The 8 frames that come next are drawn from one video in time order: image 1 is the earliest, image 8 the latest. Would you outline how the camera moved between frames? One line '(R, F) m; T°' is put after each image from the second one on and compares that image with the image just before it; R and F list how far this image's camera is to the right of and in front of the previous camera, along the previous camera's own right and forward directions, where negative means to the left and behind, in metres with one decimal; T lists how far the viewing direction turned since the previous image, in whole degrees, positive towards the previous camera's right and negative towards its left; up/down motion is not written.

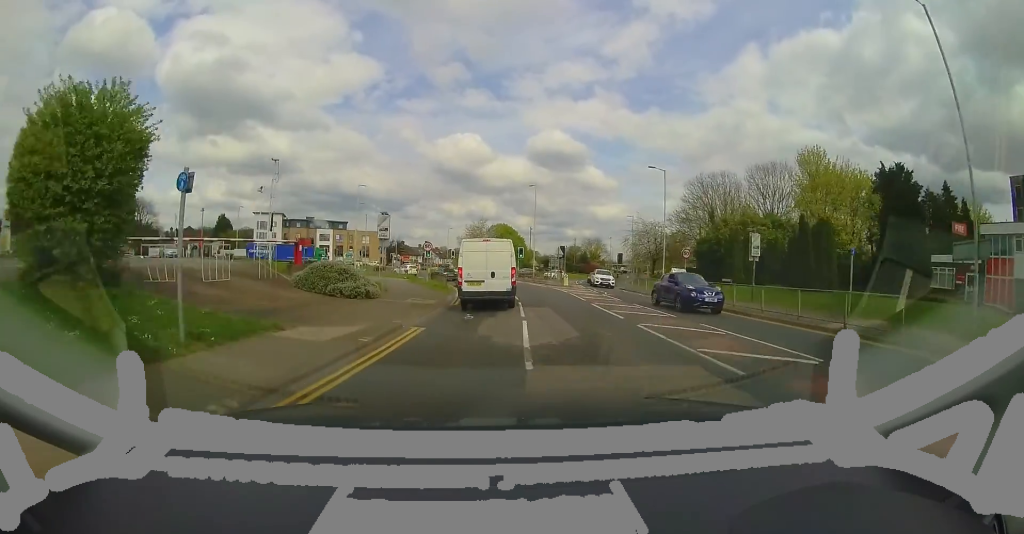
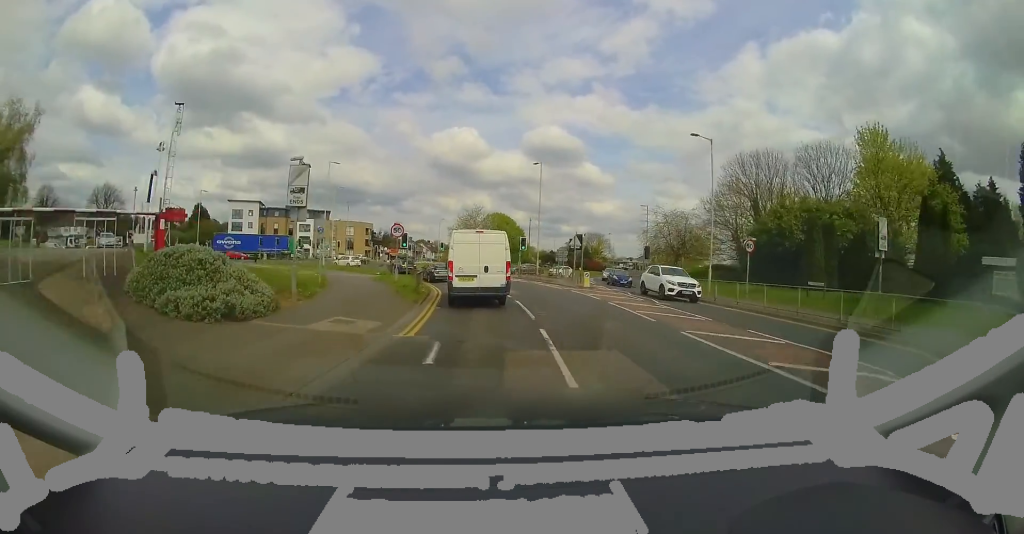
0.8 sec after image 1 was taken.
(0.0, +7.1) m; -3°
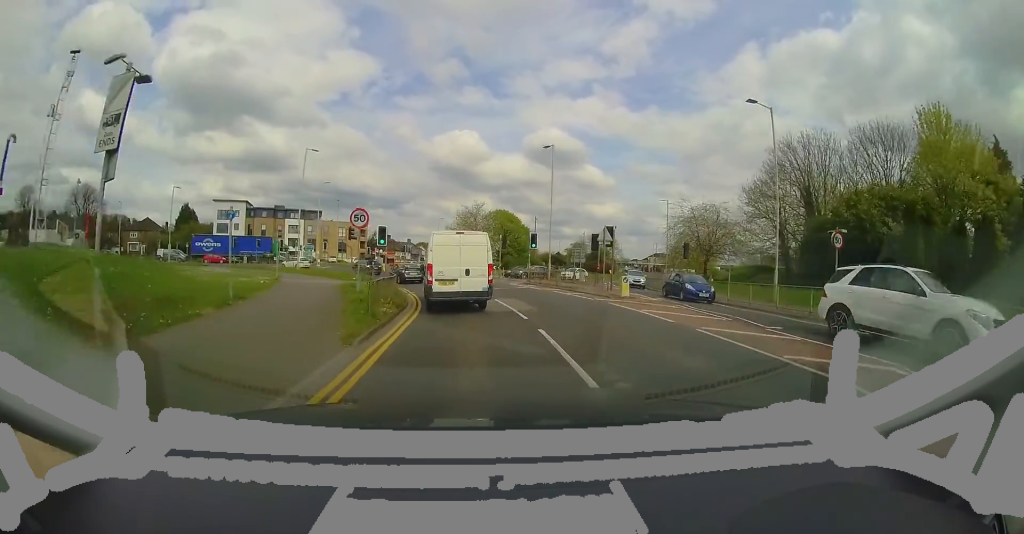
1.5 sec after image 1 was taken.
(-0.3, +6.6) m; 0°
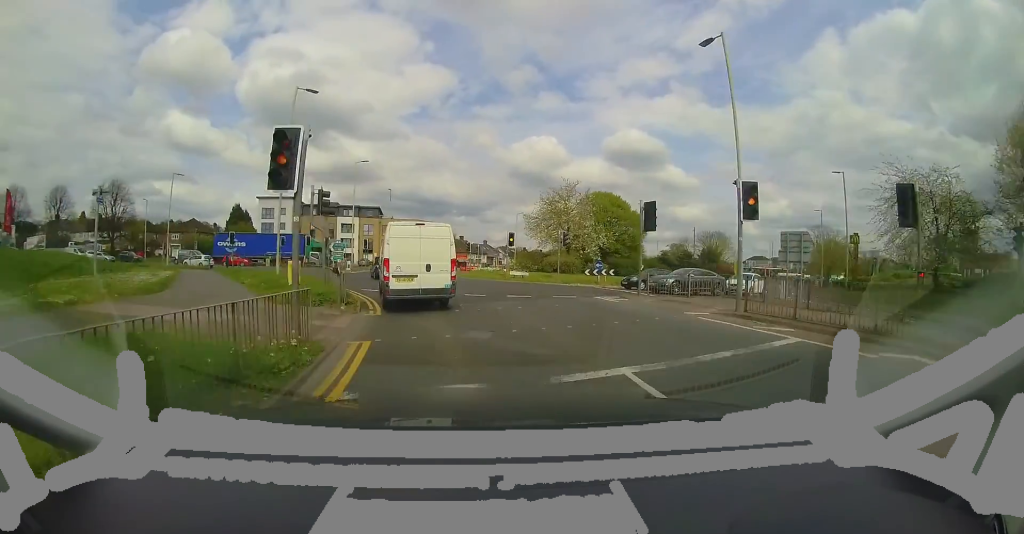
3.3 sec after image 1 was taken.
(+0.2, +18.1) m; -5°
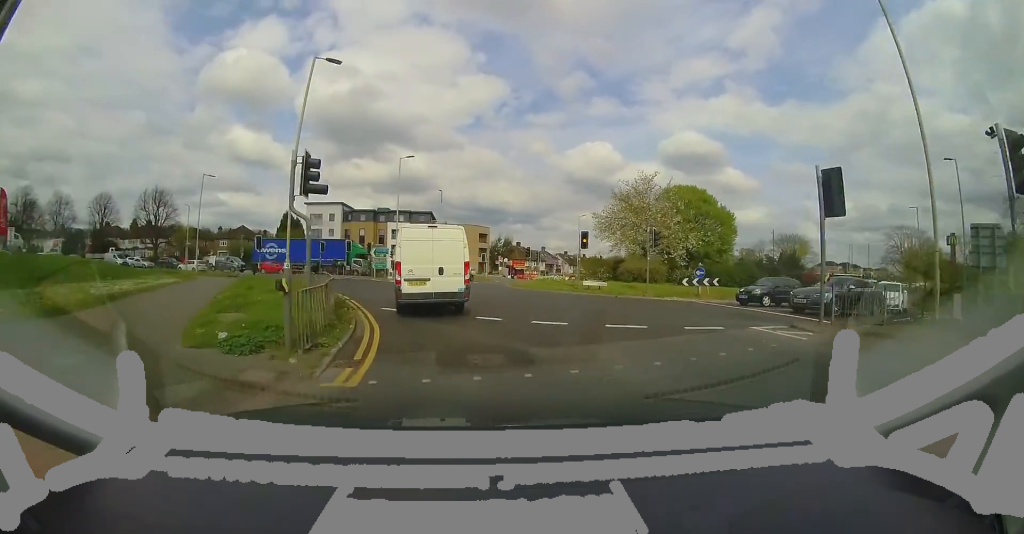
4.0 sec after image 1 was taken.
(0.0, +5.8) m; -8°
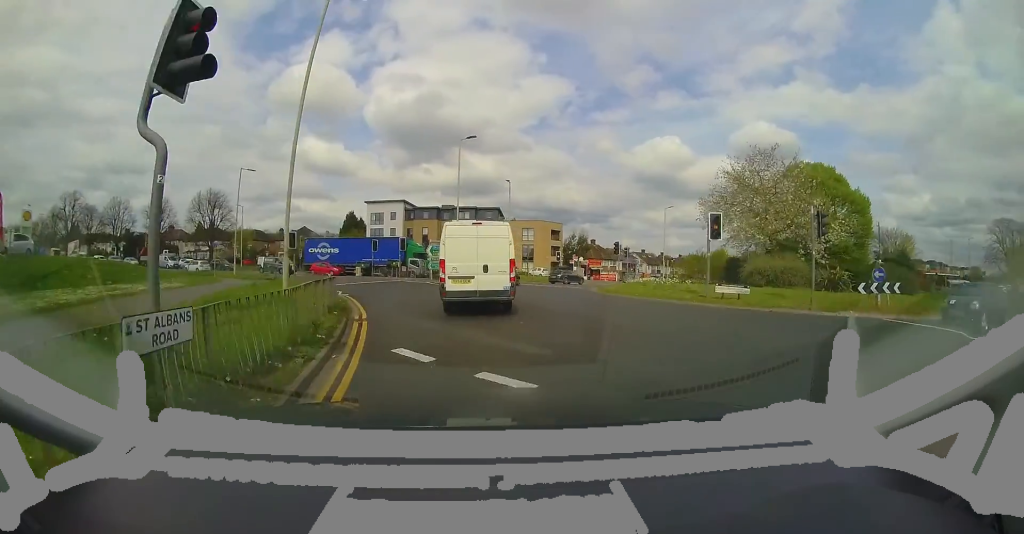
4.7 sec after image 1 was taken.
(-0.9, +6.3) m; -10°
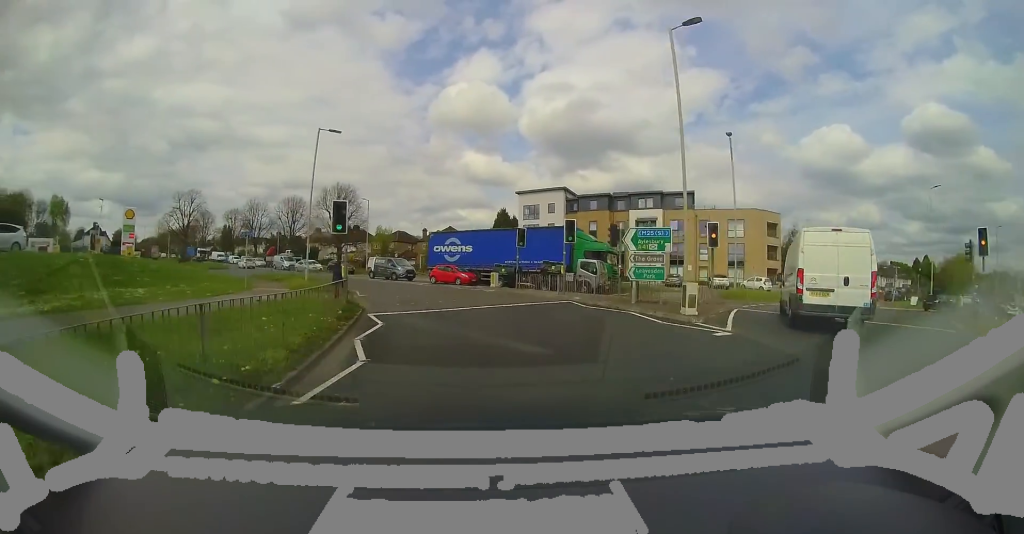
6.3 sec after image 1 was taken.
(-2.7, +14.2) m; -28°
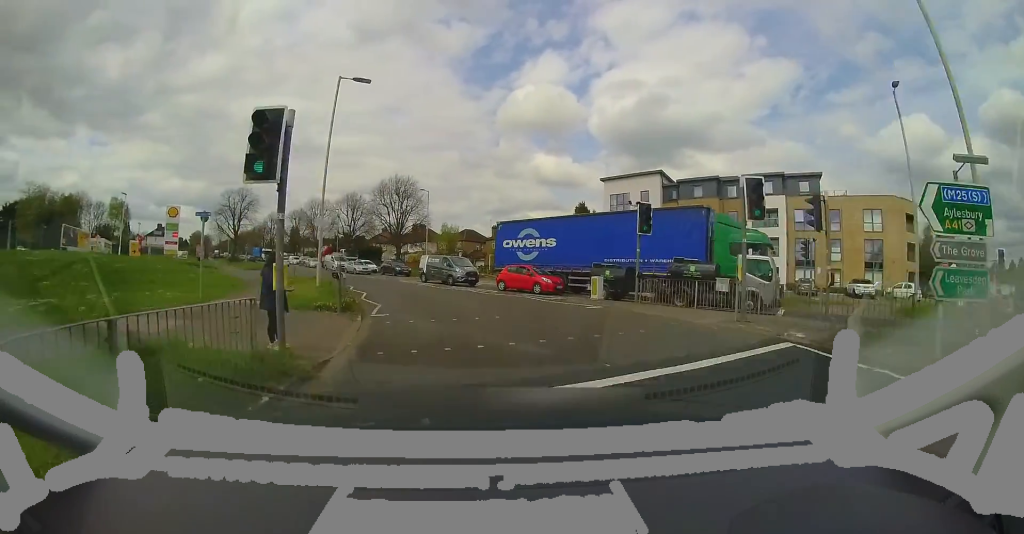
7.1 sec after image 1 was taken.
(-1.1, +7.0) m; -17°
